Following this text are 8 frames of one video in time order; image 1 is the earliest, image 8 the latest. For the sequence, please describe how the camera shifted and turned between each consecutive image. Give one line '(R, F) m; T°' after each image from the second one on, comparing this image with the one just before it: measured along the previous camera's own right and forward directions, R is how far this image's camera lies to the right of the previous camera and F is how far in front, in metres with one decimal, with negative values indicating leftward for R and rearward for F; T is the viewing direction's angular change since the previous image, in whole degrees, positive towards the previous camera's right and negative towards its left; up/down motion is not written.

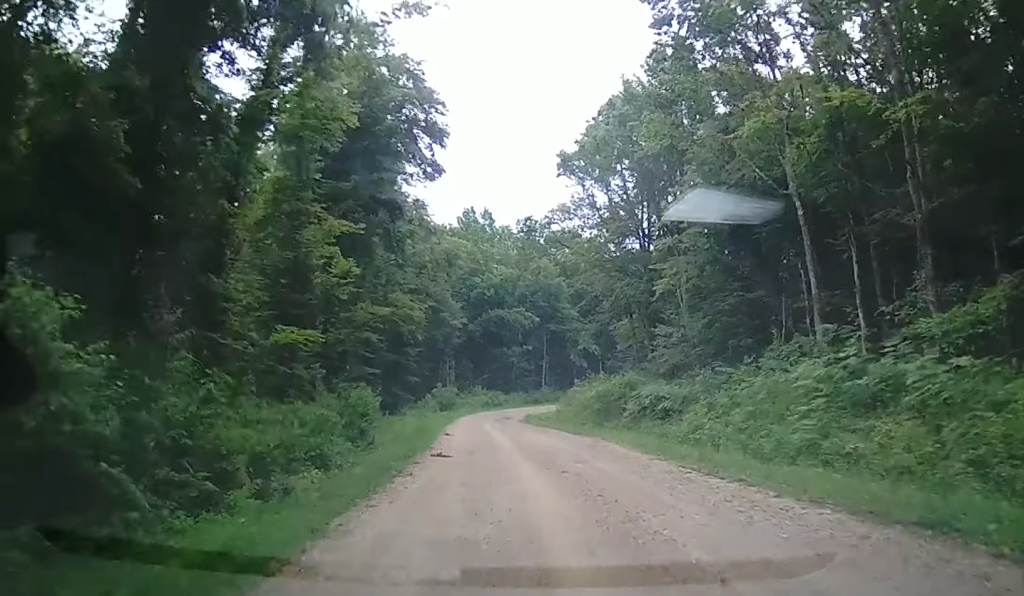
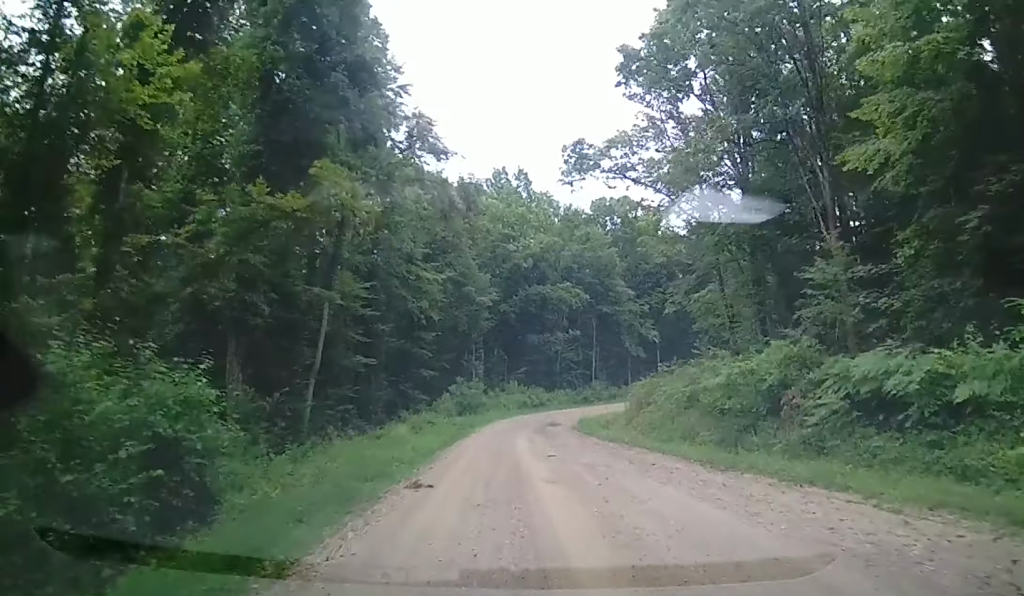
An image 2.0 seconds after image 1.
(-1.0, +16.3) m; -3°
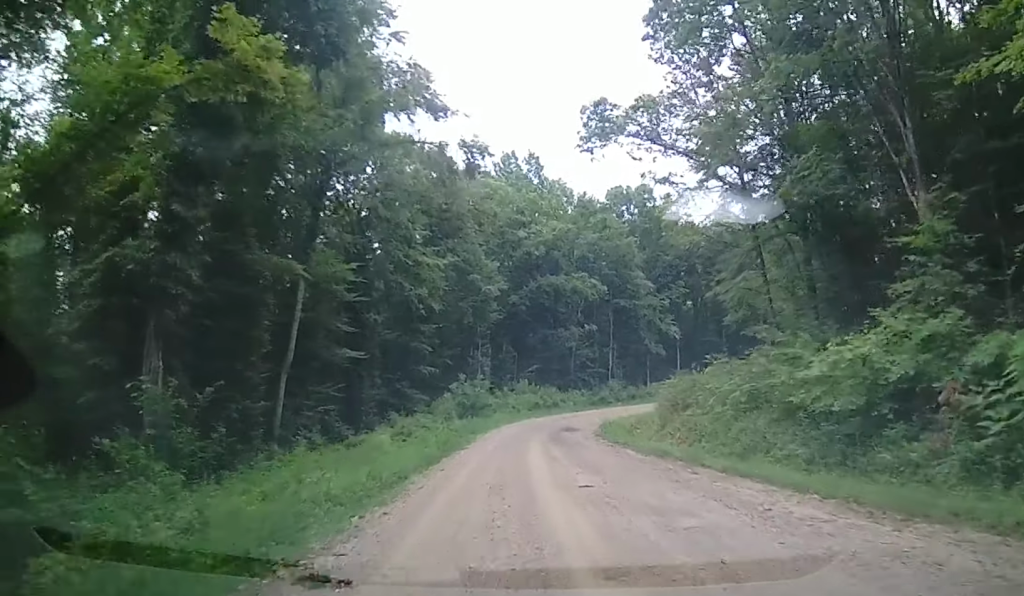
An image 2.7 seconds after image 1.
(+0.1, +5.9) m; -2°
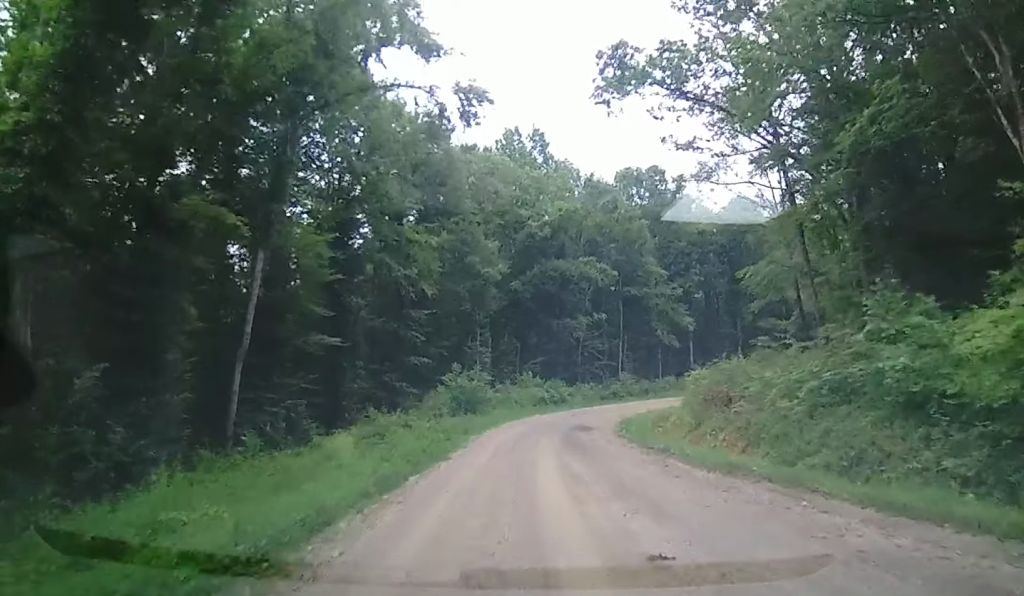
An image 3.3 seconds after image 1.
(-0.2, +5.3) m; -1°
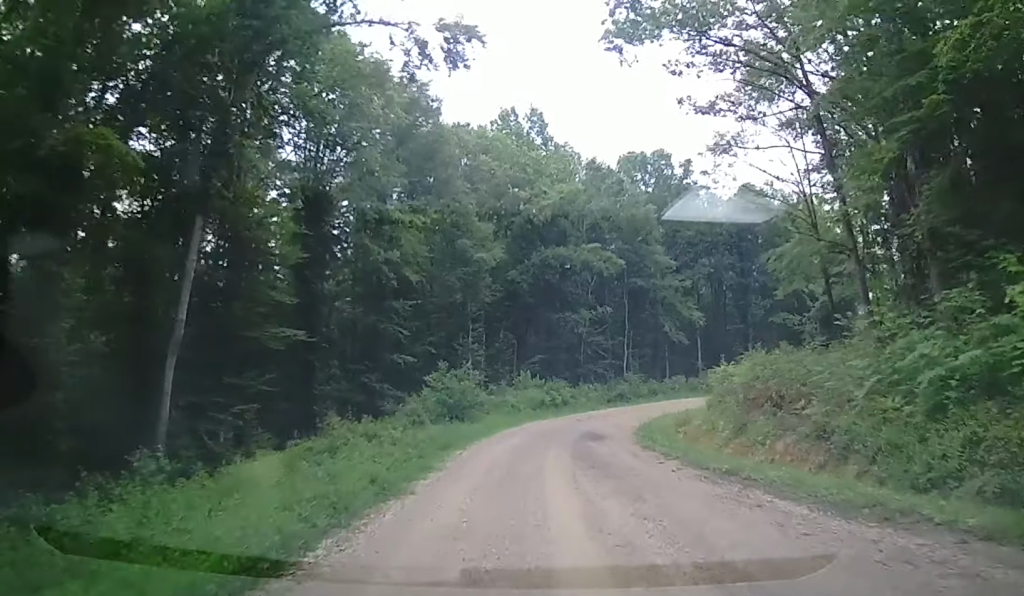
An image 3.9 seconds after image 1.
(-0.3, +5.0) m; -1°
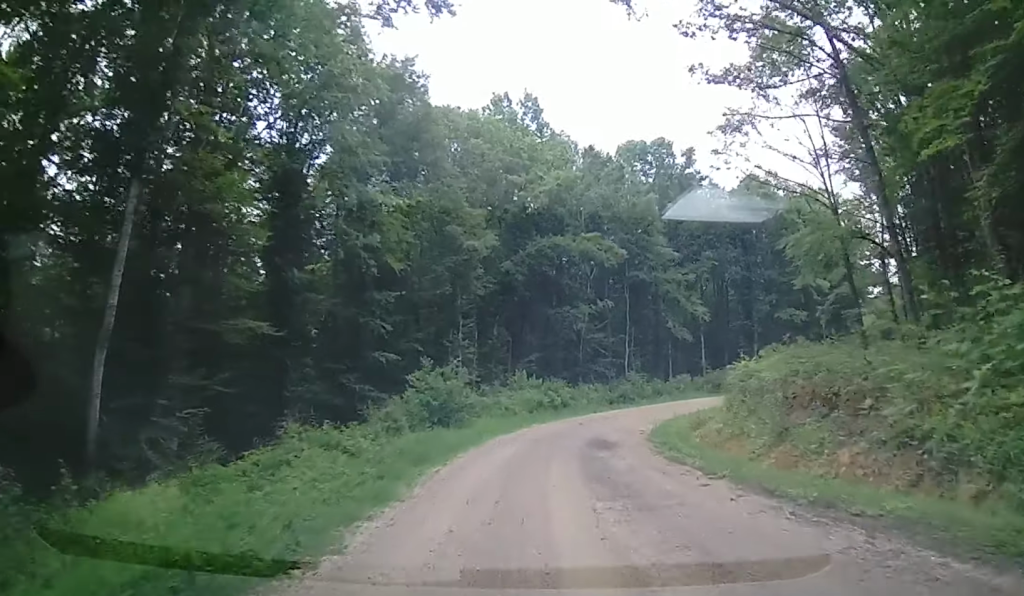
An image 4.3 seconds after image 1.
(+0.2, +3.4) m; +3°
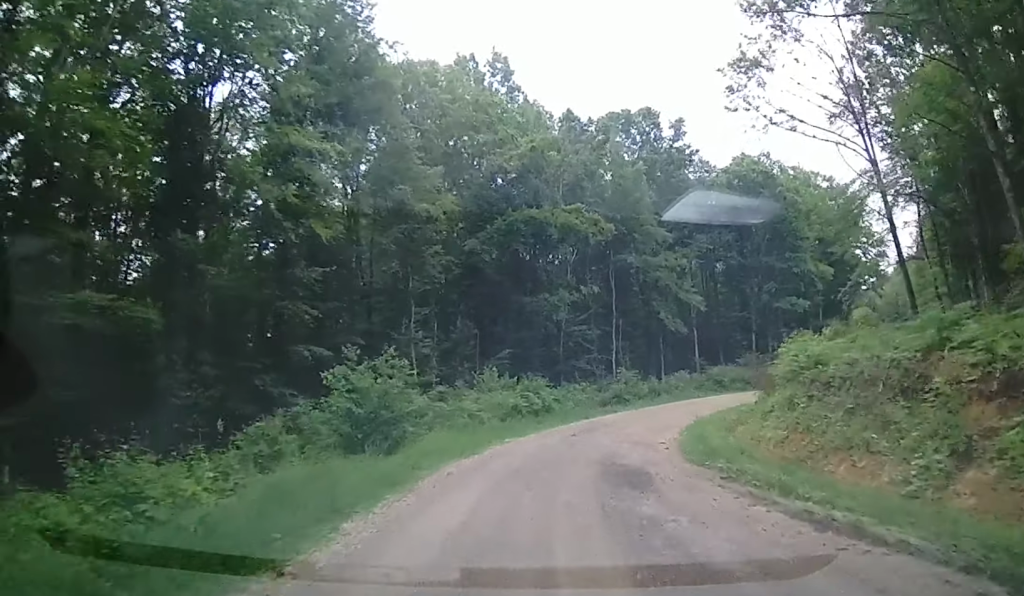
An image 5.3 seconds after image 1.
(+0.5, +7.7) m; +7°
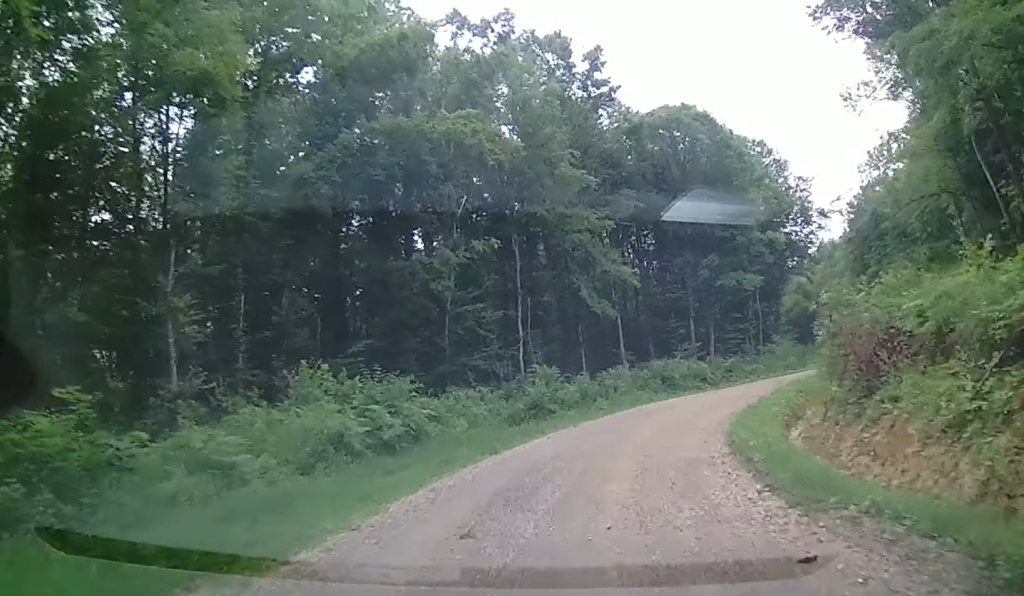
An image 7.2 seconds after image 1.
(+1.4, +13.7) m; +13°
